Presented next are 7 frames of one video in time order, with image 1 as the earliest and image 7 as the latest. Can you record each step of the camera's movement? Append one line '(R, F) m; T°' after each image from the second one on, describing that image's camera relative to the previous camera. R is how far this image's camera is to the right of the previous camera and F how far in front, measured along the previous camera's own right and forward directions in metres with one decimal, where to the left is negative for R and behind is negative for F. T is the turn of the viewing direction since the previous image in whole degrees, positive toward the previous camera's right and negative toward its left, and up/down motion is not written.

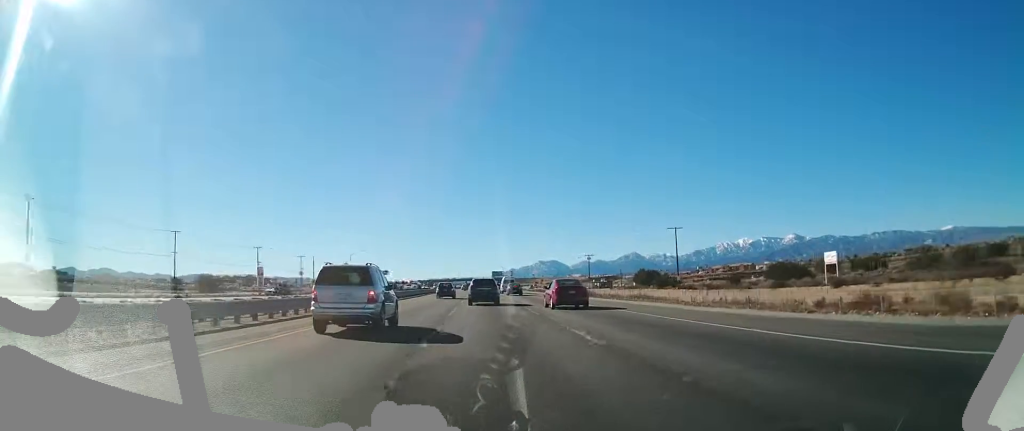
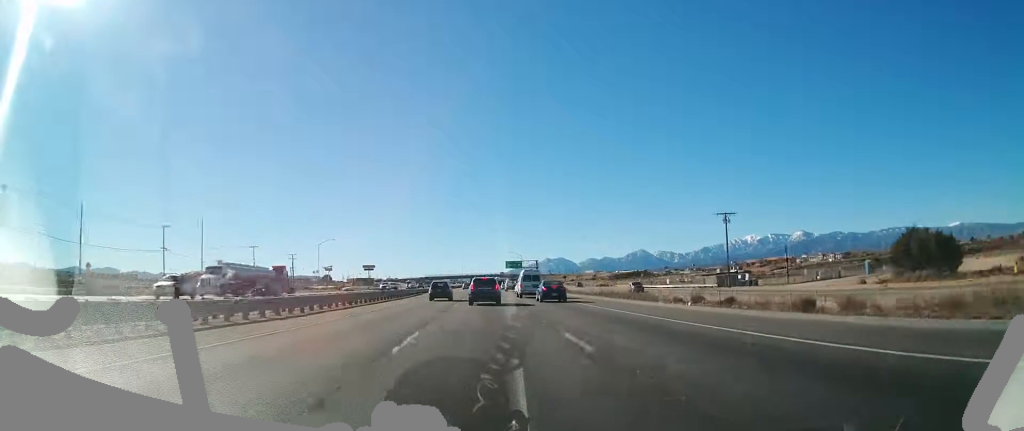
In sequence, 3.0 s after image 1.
(-0.7, +106.0) m; -1°
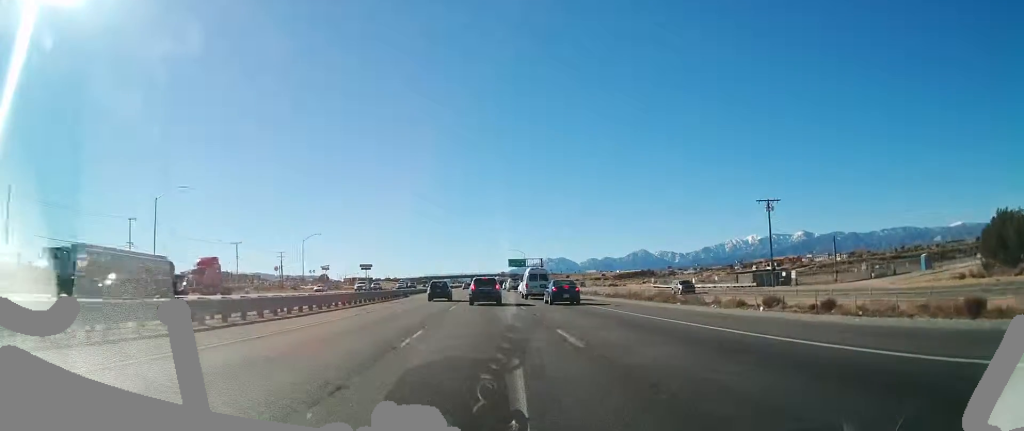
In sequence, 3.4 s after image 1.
(-0.1, +13.8) m; 0°
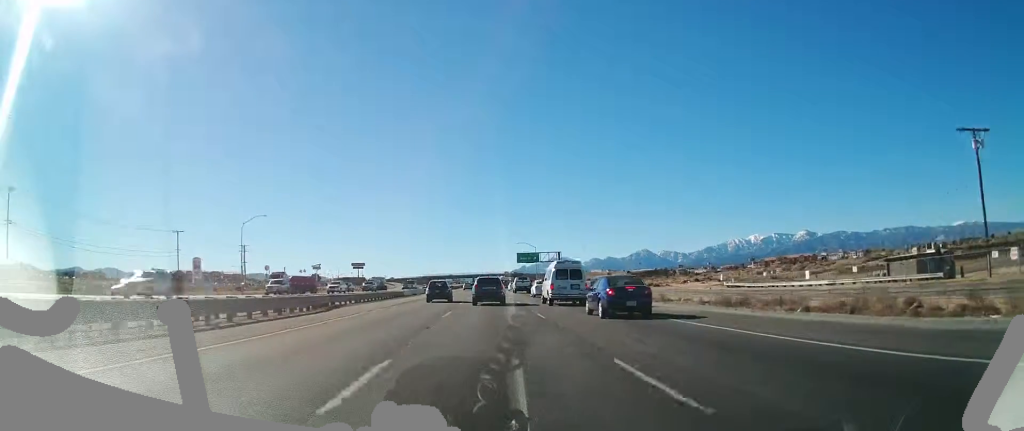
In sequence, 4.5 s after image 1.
(0.0, +36.3) m; 0°
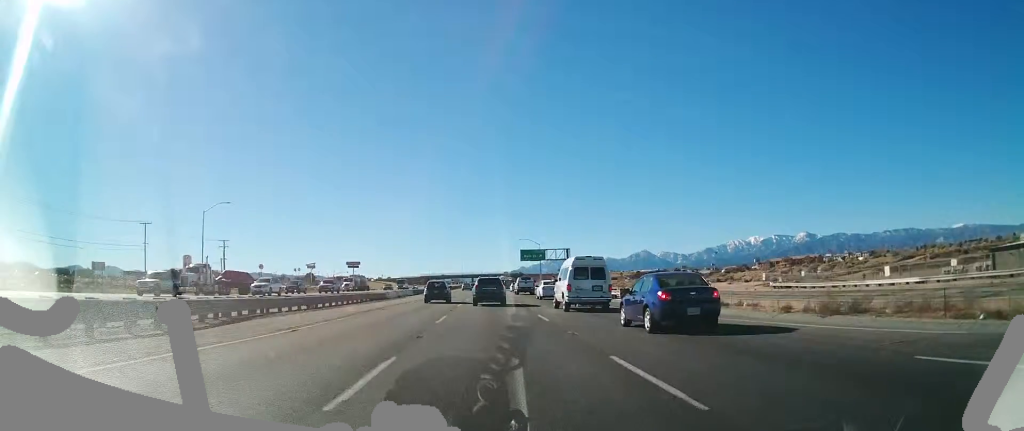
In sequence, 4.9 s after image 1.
(0.0, +14.6) m; 0°
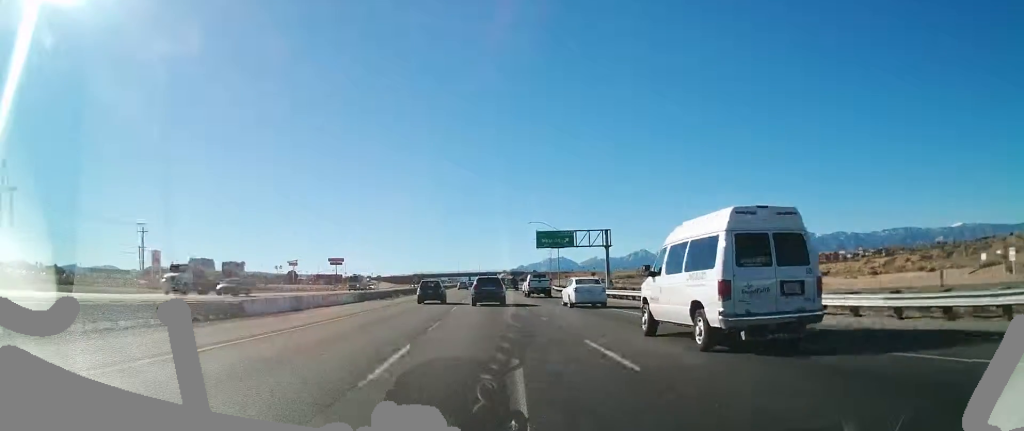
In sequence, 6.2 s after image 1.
(-0.1, +42.3) m; 0°
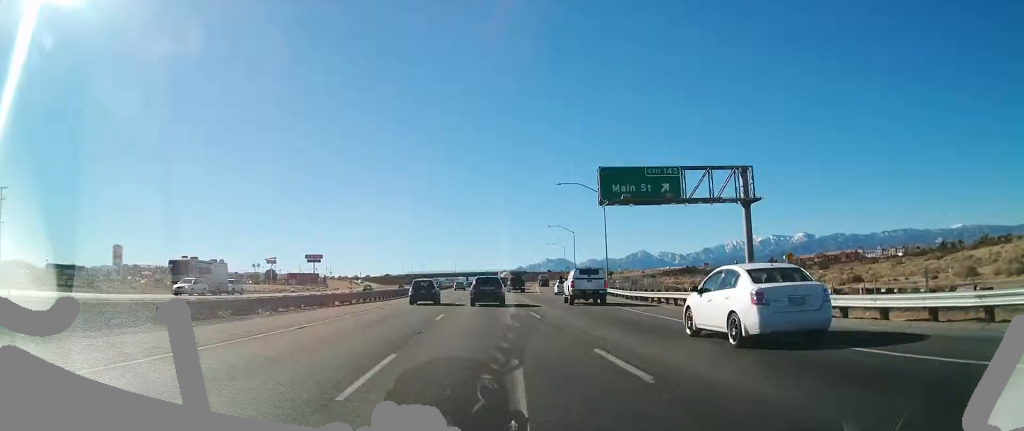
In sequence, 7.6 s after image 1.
(+0.4, +46.1) m; +1°
